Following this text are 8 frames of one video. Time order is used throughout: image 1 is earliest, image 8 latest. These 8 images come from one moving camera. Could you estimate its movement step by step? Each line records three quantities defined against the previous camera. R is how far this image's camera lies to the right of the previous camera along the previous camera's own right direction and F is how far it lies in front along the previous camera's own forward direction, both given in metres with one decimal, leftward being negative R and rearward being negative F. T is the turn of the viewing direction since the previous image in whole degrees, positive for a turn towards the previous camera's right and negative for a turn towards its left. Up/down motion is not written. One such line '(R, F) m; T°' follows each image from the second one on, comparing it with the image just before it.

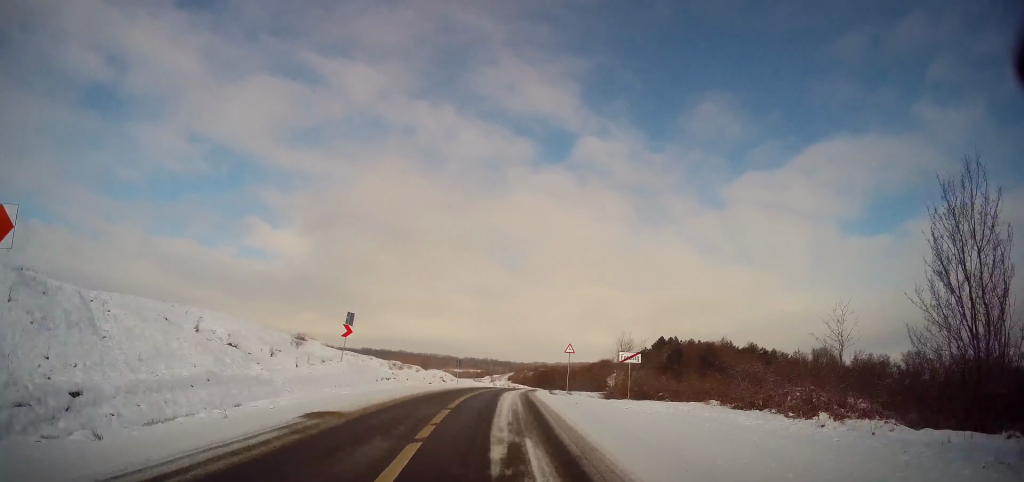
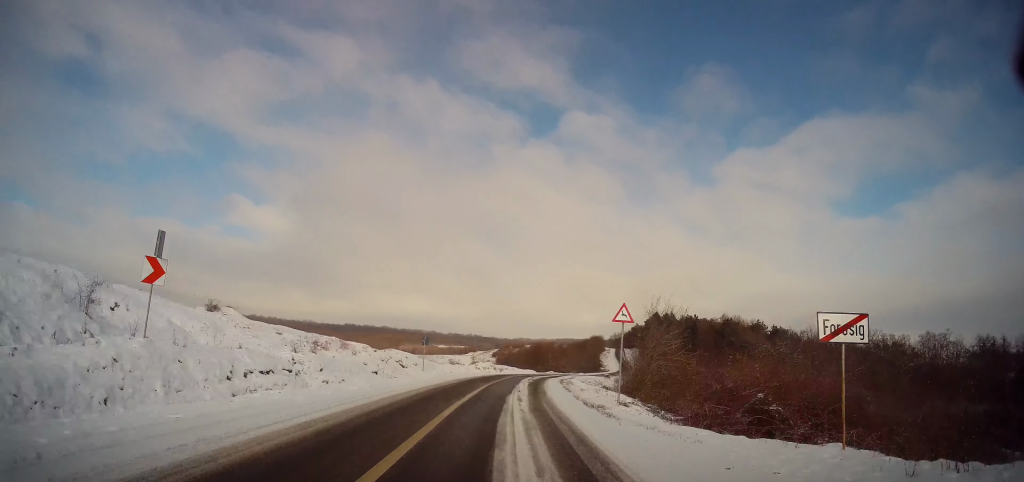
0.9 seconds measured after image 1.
(+0.2, +16.5) m; +1°
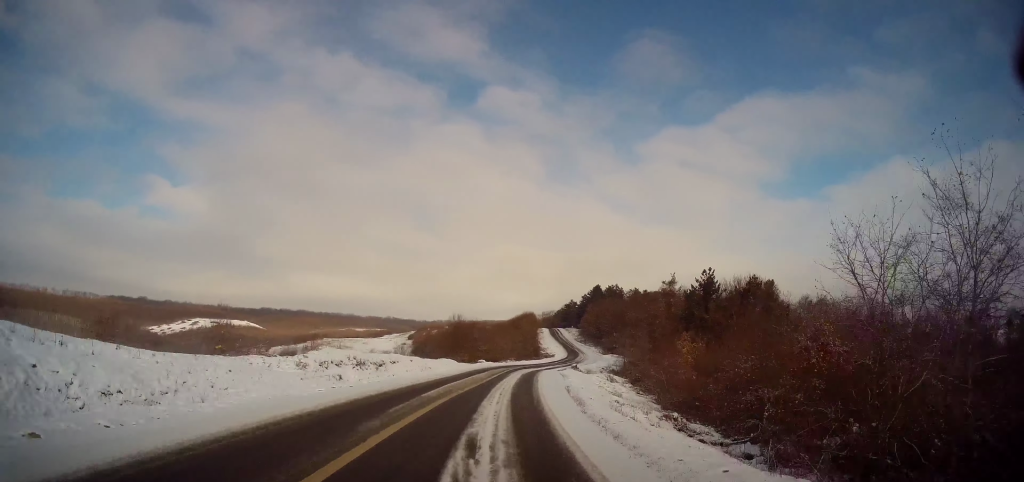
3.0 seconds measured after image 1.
(+1.9, +36.8) m; +8°
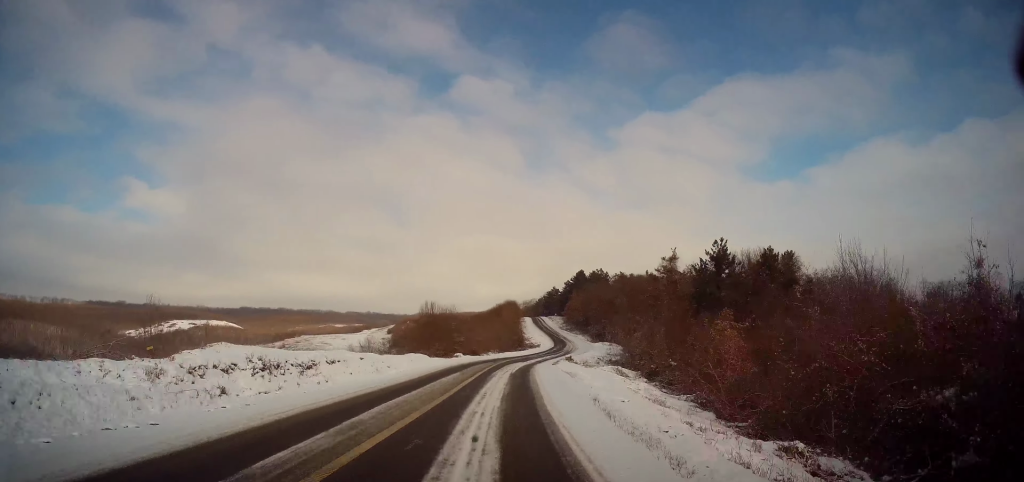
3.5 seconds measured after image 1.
(+0.4, +9.0) m; +2°
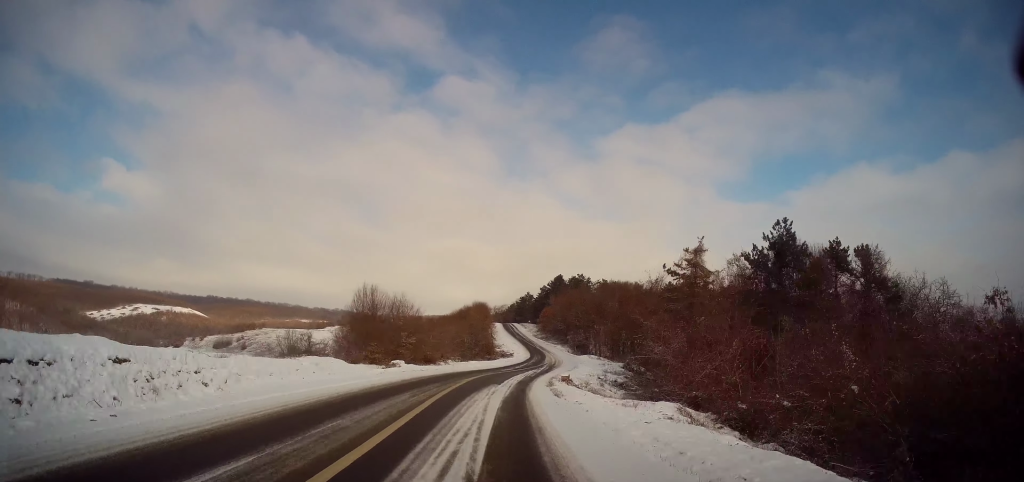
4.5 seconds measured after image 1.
(+0.5, +16.9) m; +3°
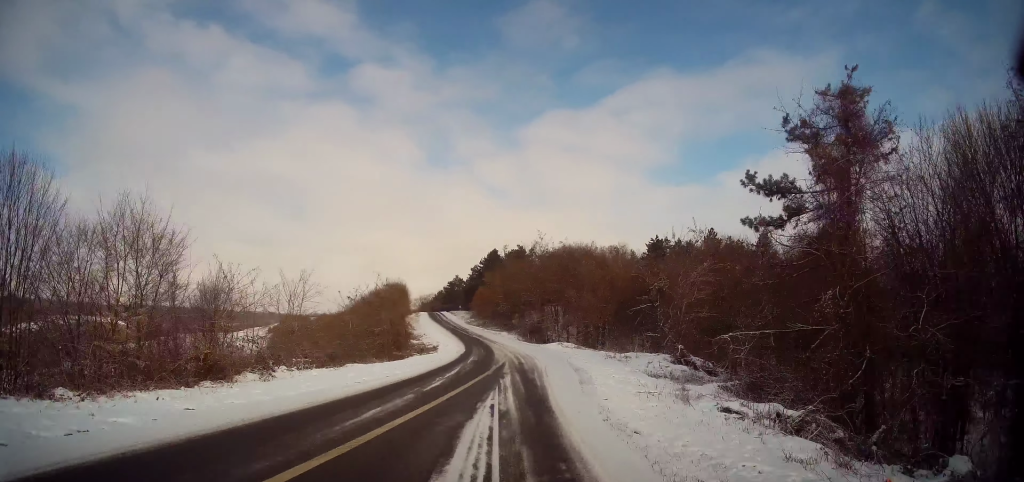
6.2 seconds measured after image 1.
(+2.2, +31.5) m; +8°
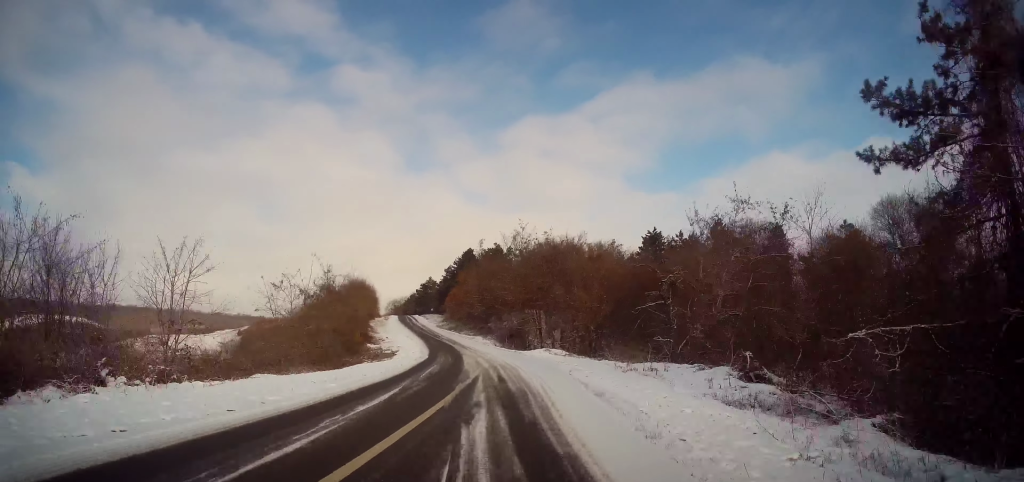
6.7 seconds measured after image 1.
(+0.2, +9.8) m; +1°
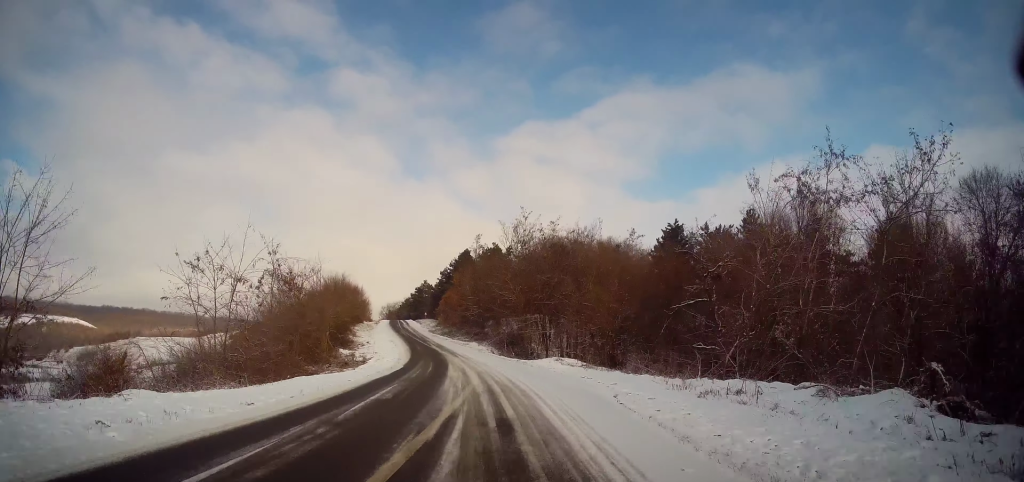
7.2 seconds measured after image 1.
(+0.1, +8.5) m; 0°
